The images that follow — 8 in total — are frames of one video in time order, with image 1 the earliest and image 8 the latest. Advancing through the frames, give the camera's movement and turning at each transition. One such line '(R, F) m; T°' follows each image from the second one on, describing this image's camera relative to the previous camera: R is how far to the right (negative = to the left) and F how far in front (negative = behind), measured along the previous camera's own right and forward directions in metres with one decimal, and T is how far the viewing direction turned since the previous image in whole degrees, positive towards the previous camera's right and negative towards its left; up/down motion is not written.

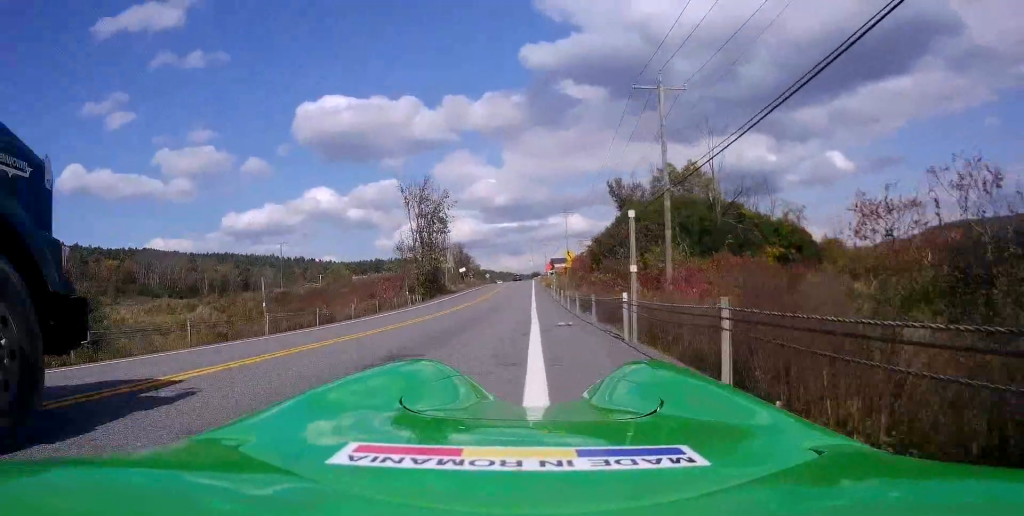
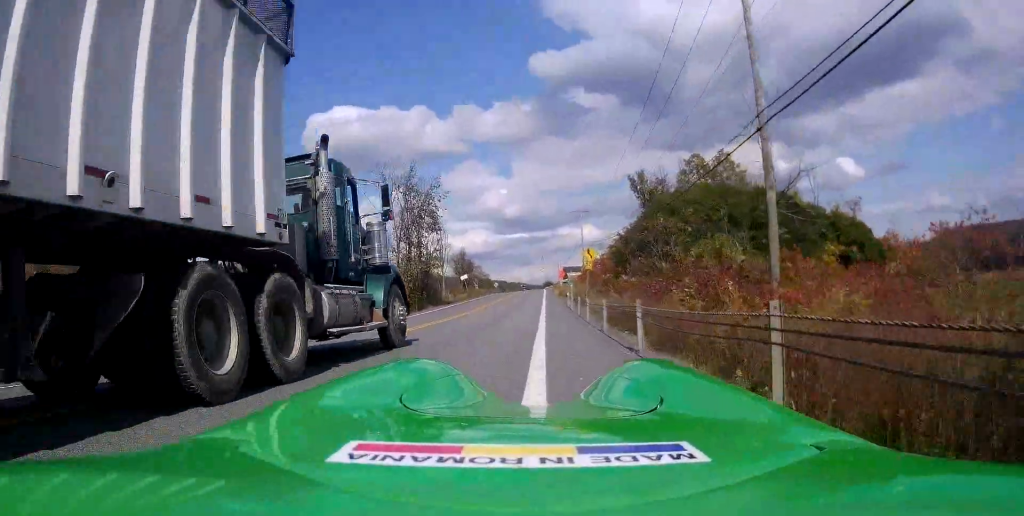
(-0.1, +10.7) m; 0°
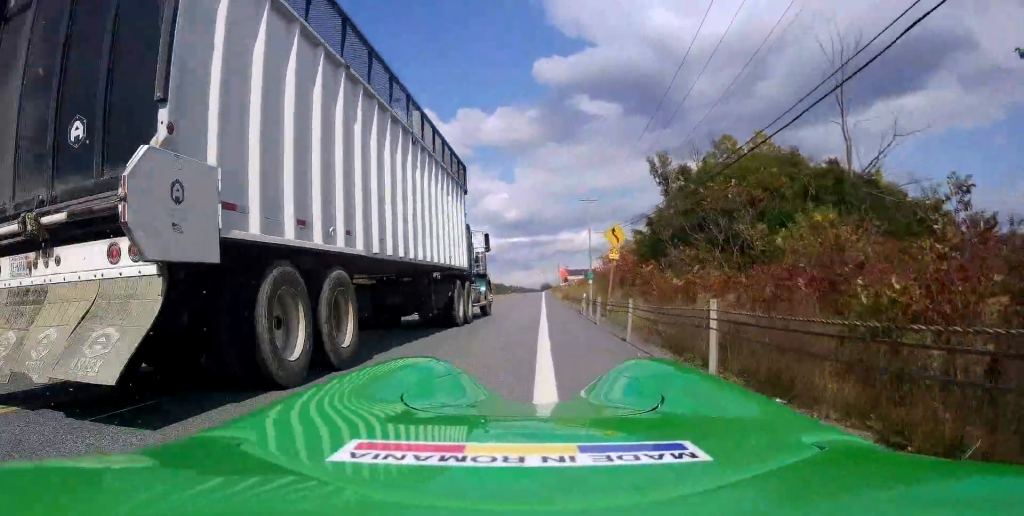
(+0.1, +13.2) m; +1°
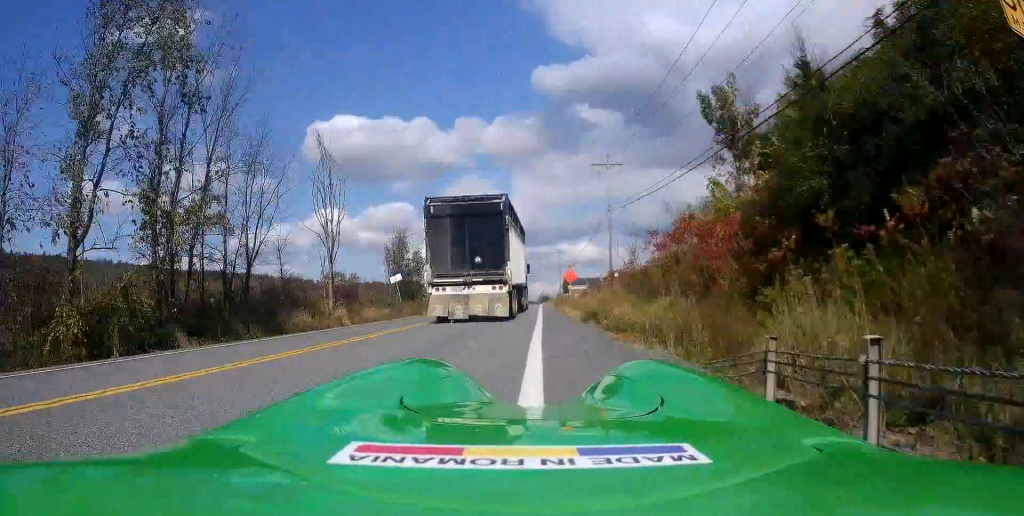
(+0.2, +22.9) m; +1°
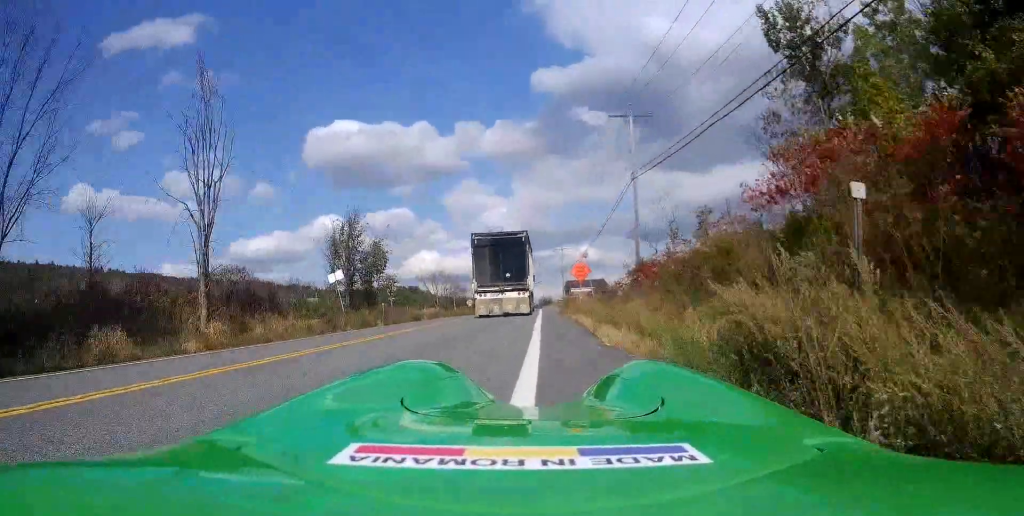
(0.0, +13.5) m; +1°
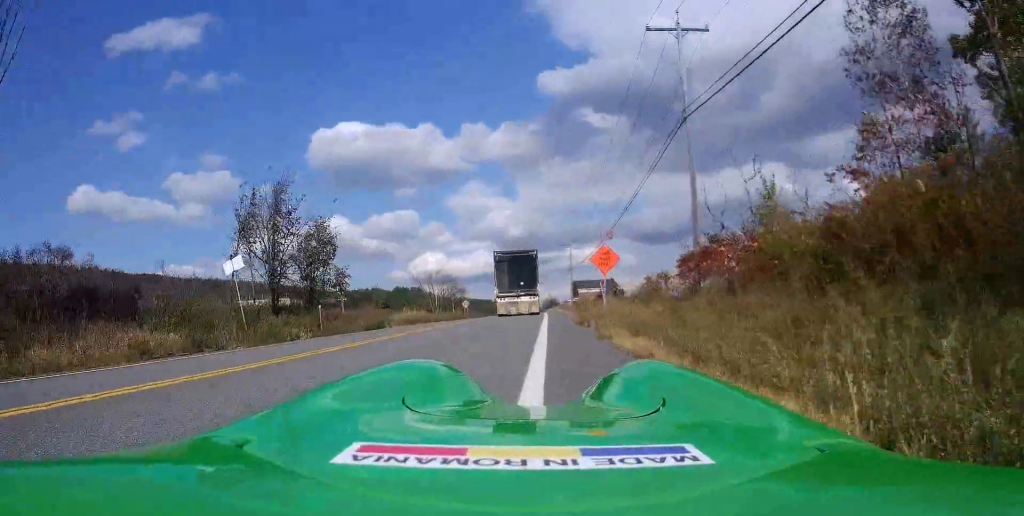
(+0.1, +12.1) m; 0°
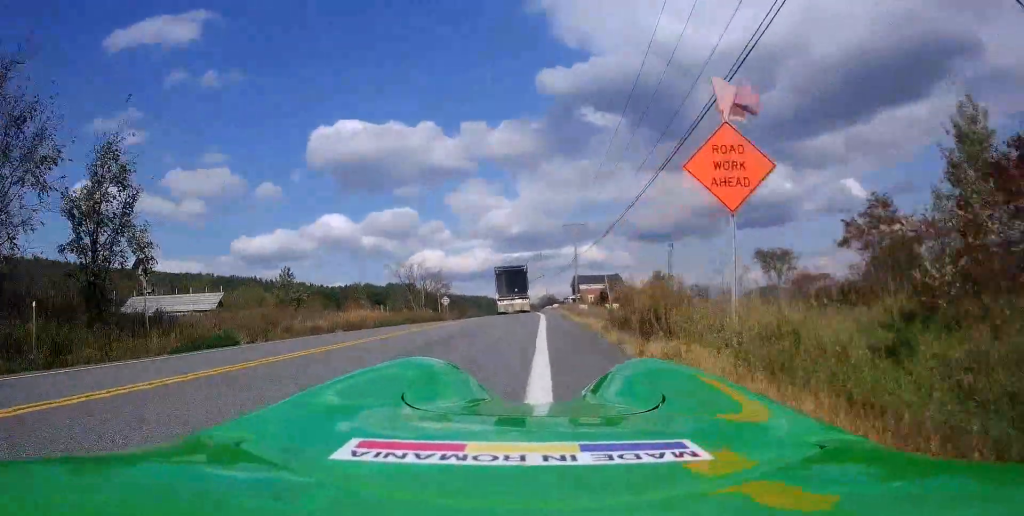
(+0.2, +17.2) m; +2°
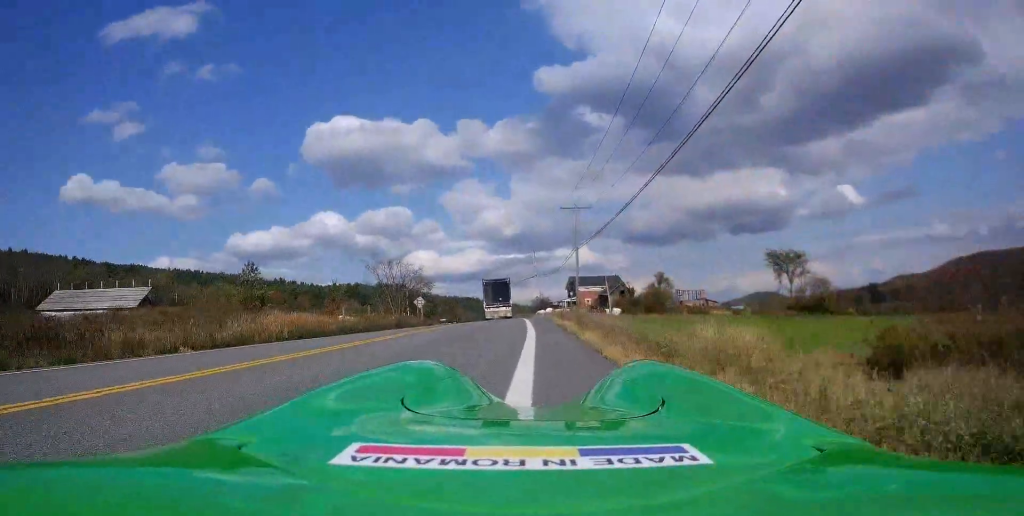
(+0.3, +11.8) m; -2°
